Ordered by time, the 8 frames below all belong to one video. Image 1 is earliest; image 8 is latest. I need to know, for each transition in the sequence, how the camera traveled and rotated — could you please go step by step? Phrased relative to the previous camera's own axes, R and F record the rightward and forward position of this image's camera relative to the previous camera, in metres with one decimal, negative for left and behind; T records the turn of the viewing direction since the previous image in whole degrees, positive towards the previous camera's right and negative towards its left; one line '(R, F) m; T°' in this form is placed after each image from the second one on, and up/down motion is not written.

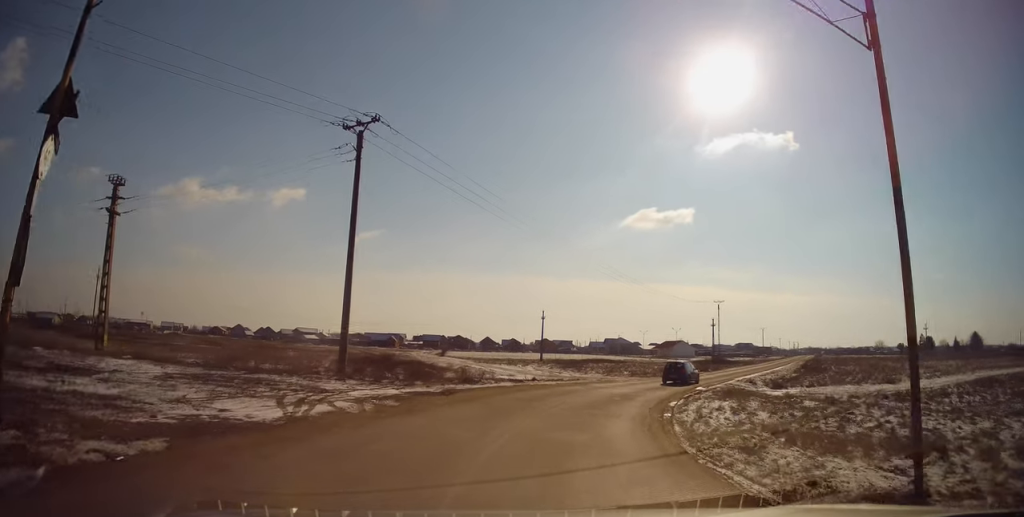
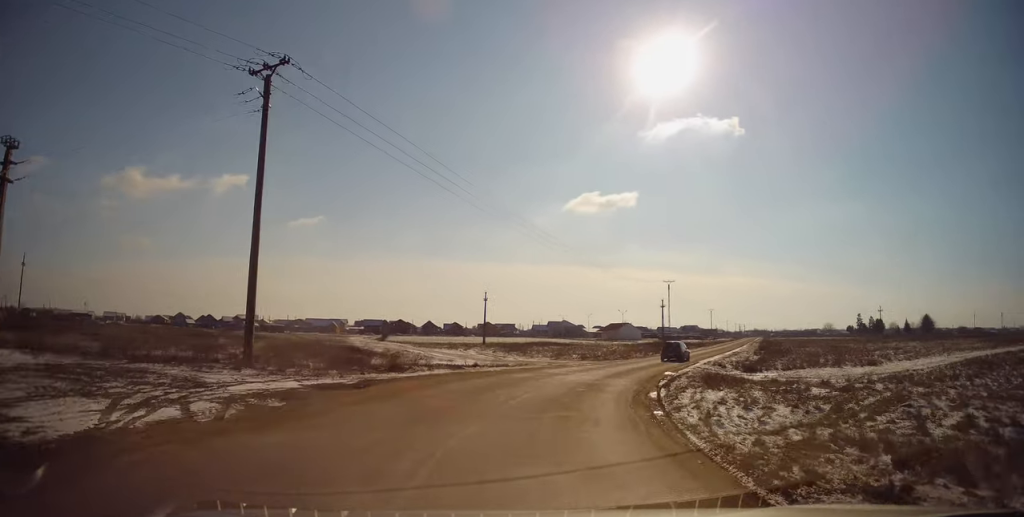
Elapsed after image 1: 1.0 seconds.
(+0.3, +4.2) m; +4°
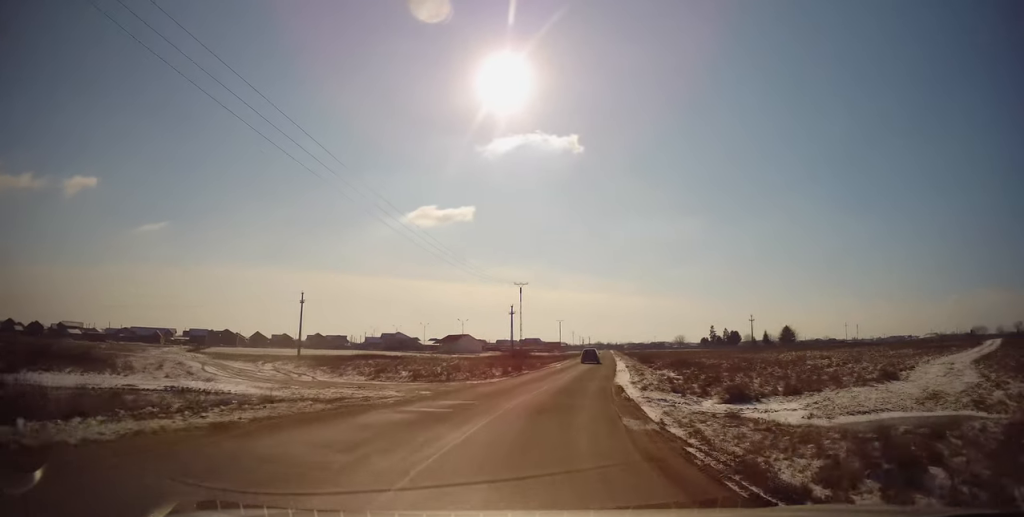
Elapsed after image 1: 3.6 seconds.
(+2.3, +16.7) m; +17°
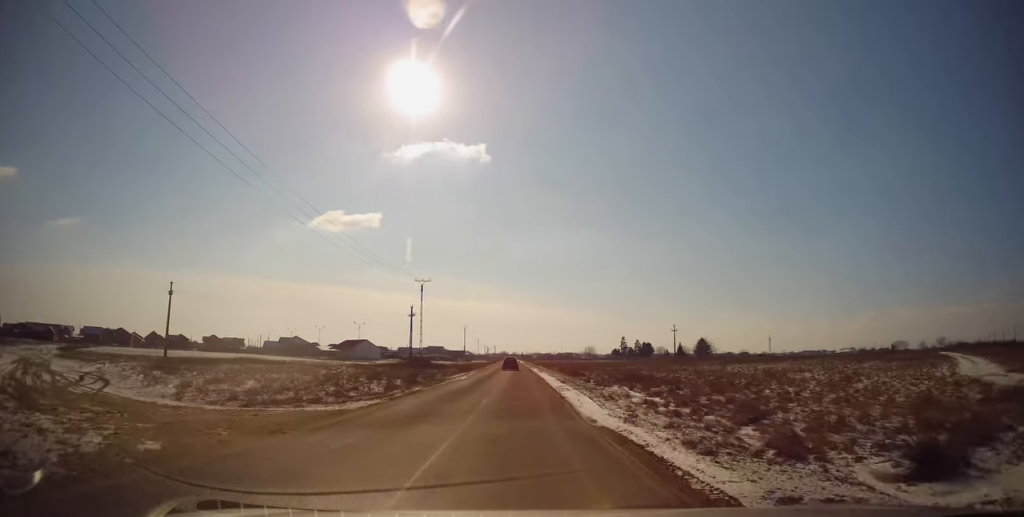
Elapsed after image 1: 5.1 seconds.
(+1.4, +13.0) m; +9°
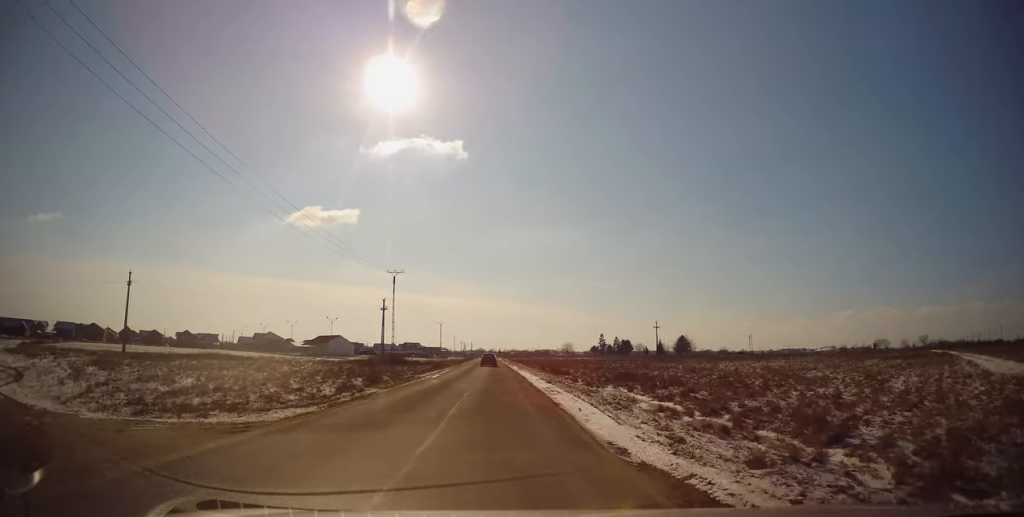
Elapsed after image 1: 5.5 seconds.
(+0.1, +4.5) m; +2°
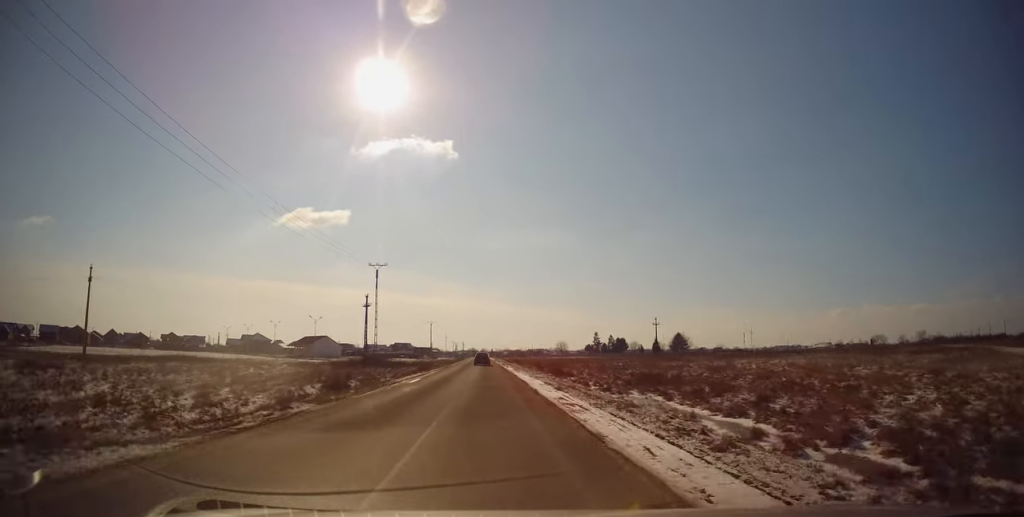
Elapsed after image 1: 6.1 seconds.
(0.0, +6.6) m; 0°
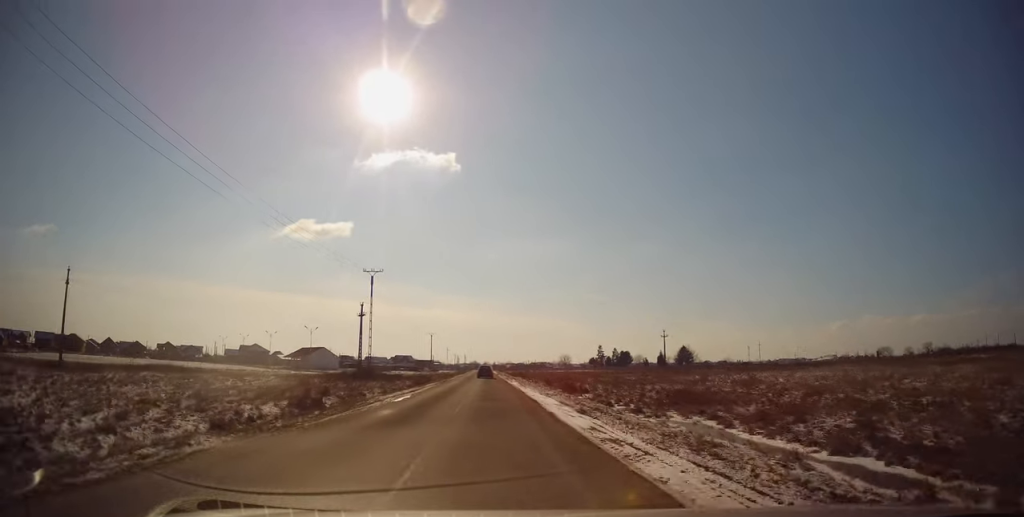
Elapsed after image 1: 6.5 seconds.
(0.0, +4.4) m; 0°
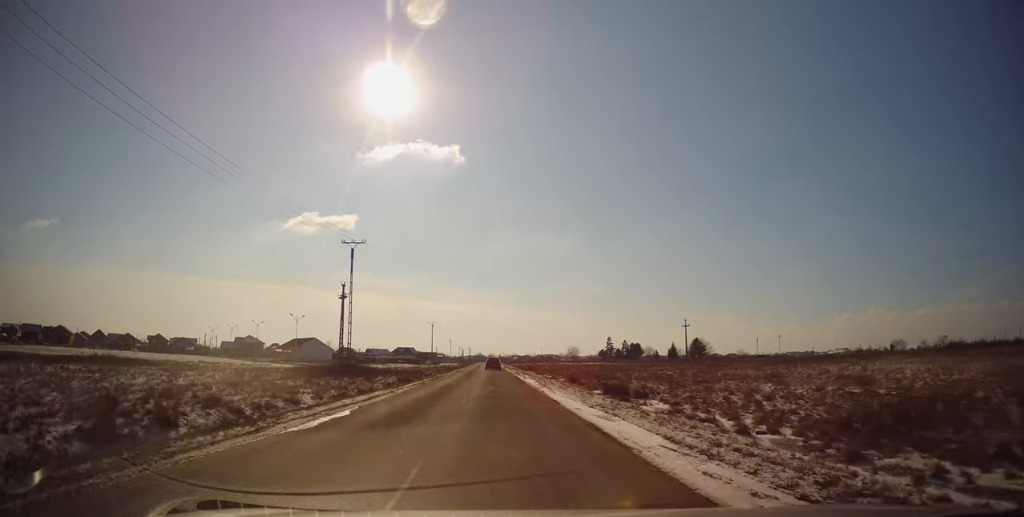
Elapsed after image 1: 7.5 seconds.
(0.0, +11.9) m; 0°
